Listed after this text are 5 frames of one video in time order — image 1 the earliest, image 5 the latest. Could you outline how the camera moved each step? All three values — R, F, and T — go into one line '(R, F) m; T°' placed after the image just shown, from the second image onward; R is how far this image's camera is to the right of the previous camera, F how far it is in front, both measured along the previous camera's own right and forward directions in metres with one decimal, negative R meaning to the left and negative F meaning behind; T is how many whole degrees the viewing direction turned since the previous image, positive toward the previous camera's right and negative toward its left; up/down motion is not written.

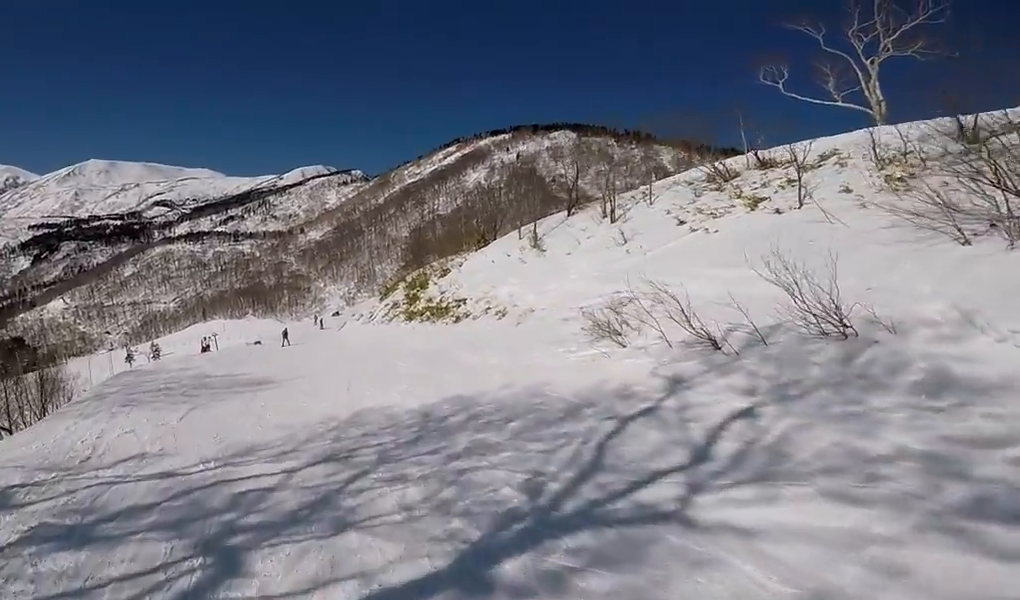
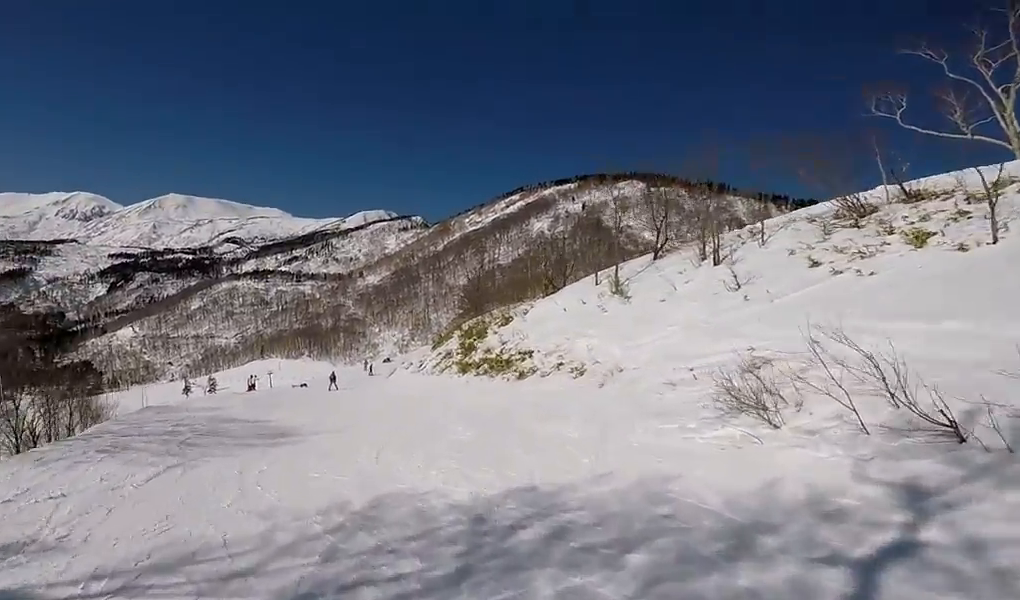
(+0.5, +2.9) m; -5°
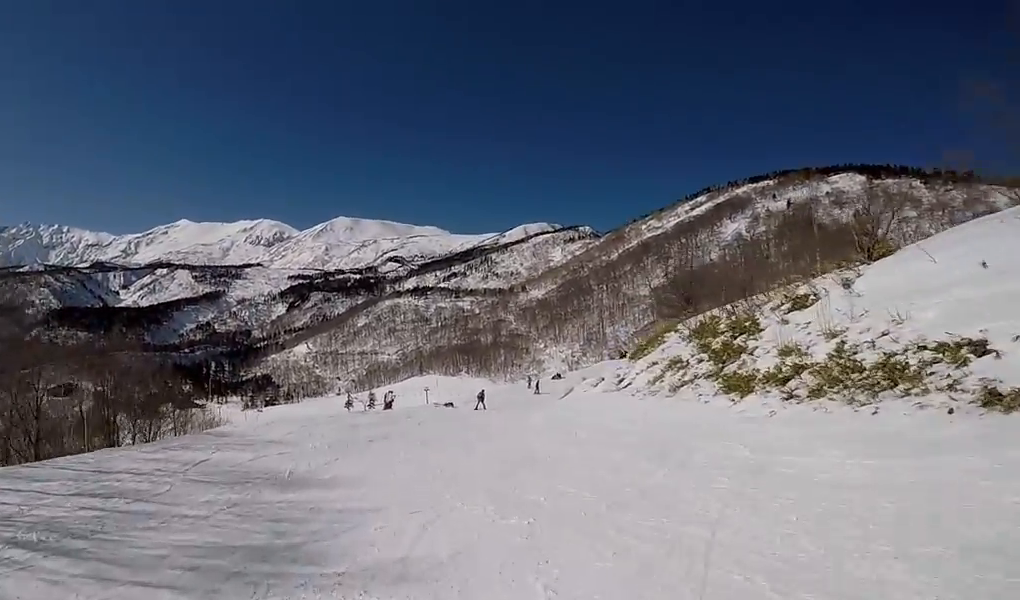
(-2.1, +9.4) m; -19°
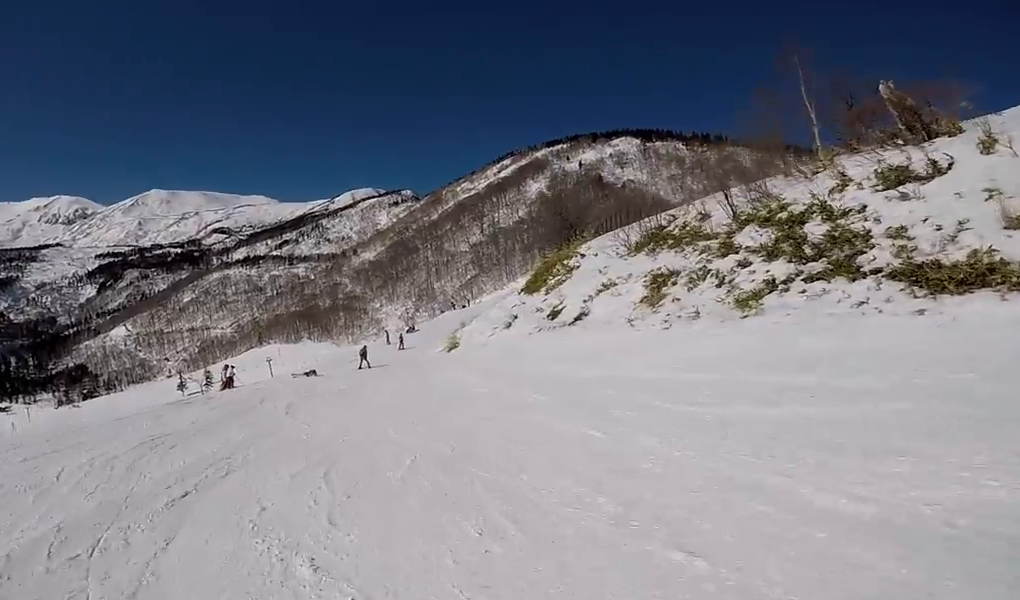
(+0.9, +8.5) m; +17°
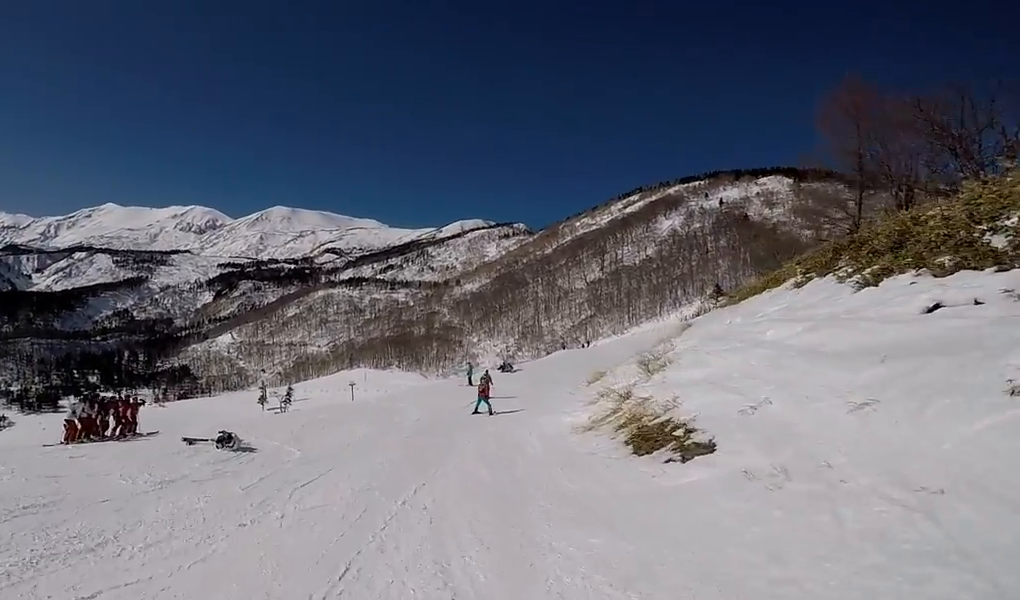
(+1.6, +20.4) m; -7°
